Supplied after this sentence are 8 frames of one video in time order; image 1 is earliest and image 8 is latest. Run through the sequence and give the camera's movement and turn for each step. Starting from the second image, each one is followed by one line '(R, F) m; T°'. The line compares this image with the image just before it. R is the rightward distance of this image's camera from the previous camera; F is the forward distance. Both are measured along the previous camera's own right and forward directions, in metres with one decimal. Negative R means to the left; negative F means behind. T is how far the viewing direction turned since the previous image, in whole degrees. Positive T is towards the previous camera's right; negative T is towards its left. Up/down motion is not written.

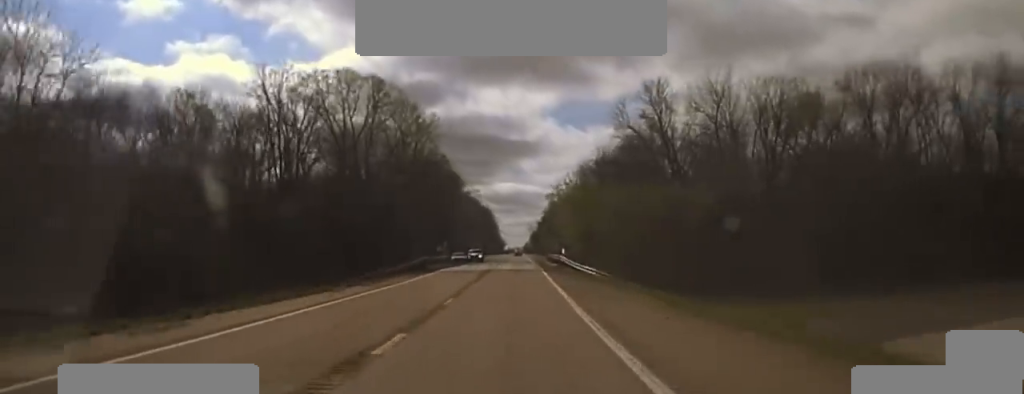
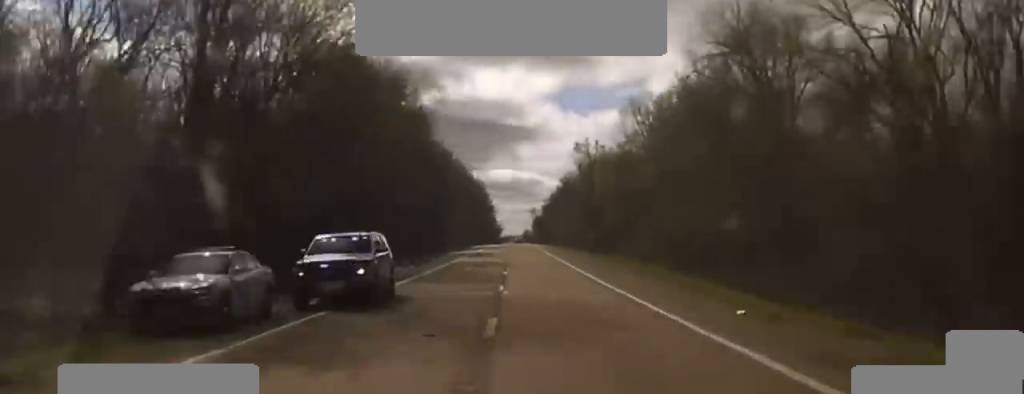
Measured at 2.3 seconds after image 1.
(-0.5, +87.8) m; 0°
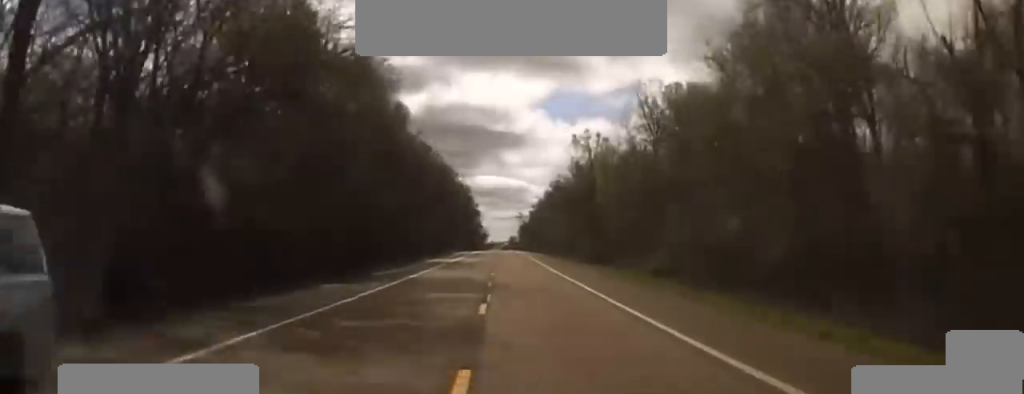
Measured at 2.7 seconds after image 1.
(0.0, +19.1) m; 0°
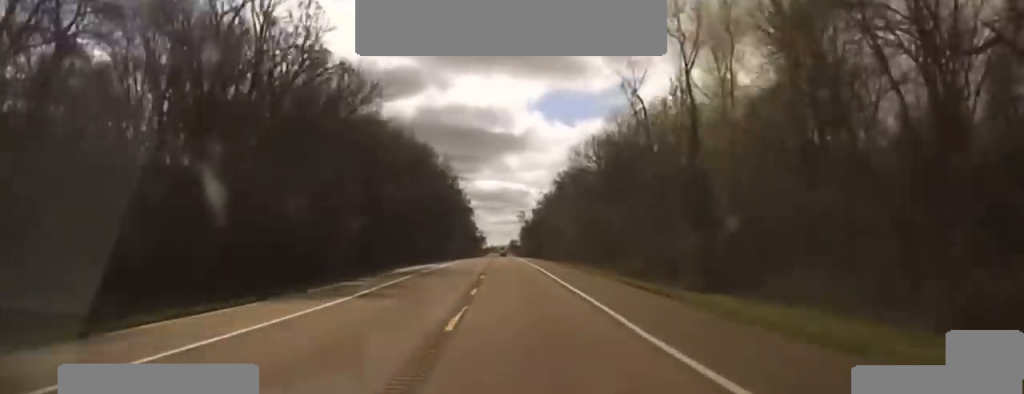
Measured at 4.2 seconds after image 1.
(+0.9, +71.5) m; +1°
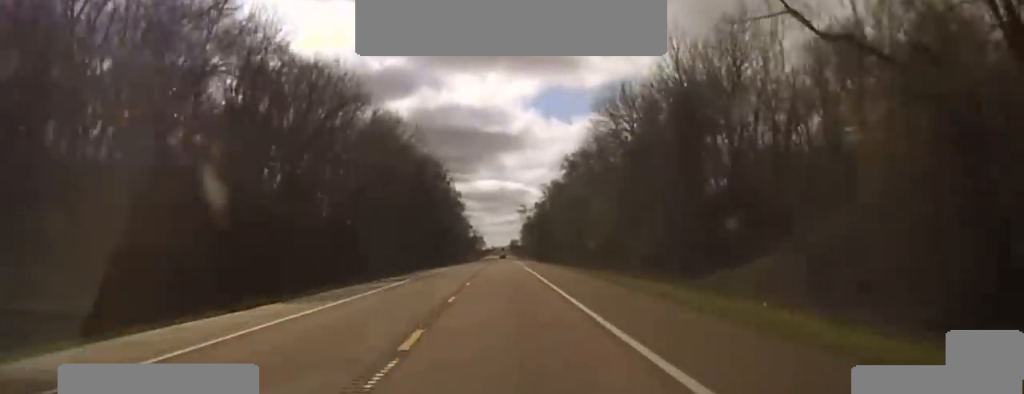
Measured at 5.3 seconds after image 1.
(0.0, +58.5) m; 0°
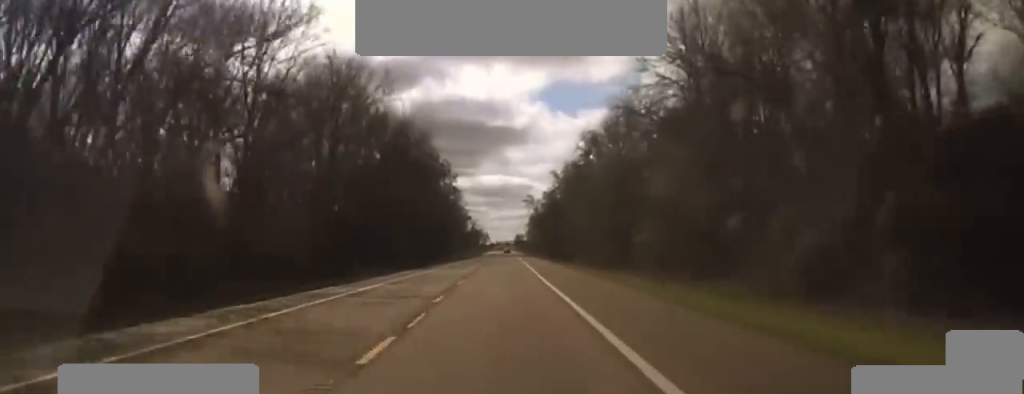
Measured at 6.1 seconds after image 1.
(+0.1, +39.2) m; 0°
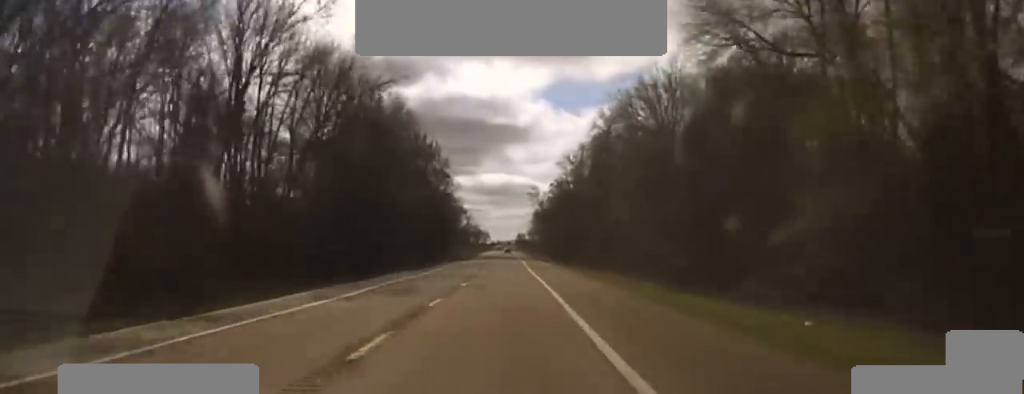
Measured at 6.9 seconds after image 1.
(0.0, +36.2) m; 0°
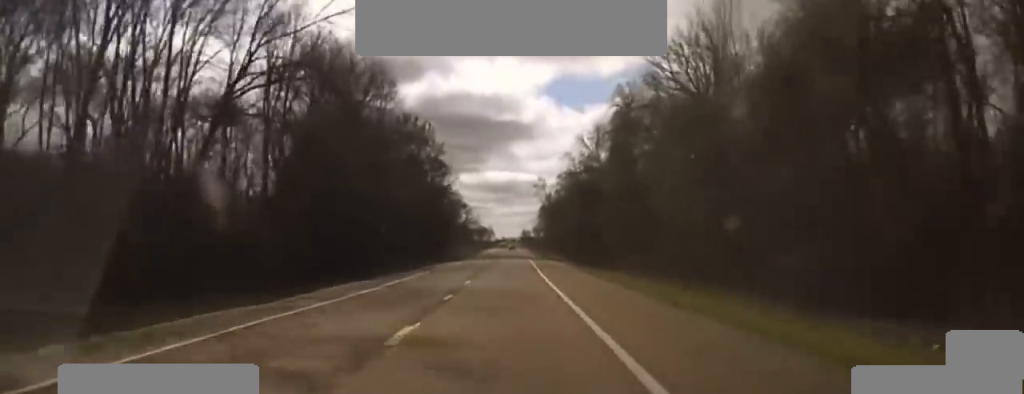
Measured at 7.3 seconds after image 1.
(0.0, +21.5) m; 0°
